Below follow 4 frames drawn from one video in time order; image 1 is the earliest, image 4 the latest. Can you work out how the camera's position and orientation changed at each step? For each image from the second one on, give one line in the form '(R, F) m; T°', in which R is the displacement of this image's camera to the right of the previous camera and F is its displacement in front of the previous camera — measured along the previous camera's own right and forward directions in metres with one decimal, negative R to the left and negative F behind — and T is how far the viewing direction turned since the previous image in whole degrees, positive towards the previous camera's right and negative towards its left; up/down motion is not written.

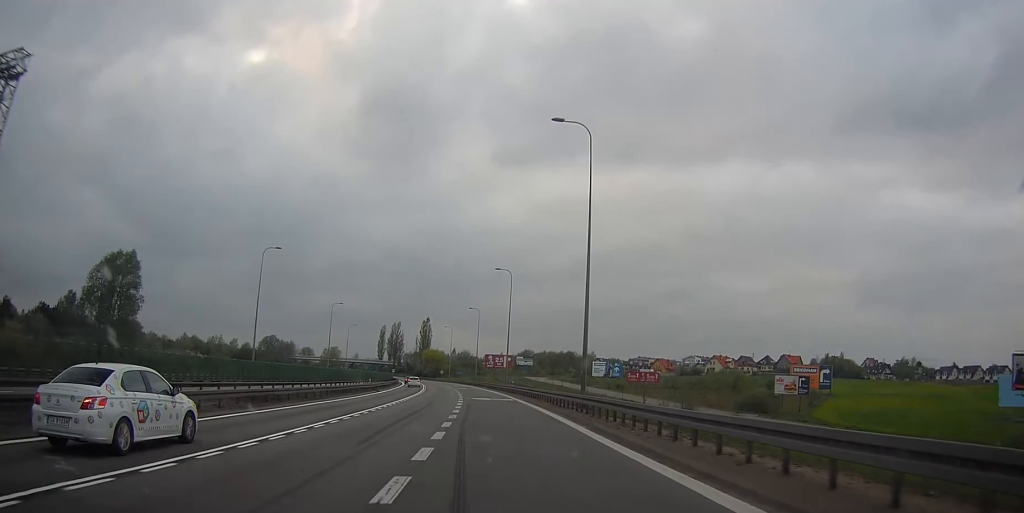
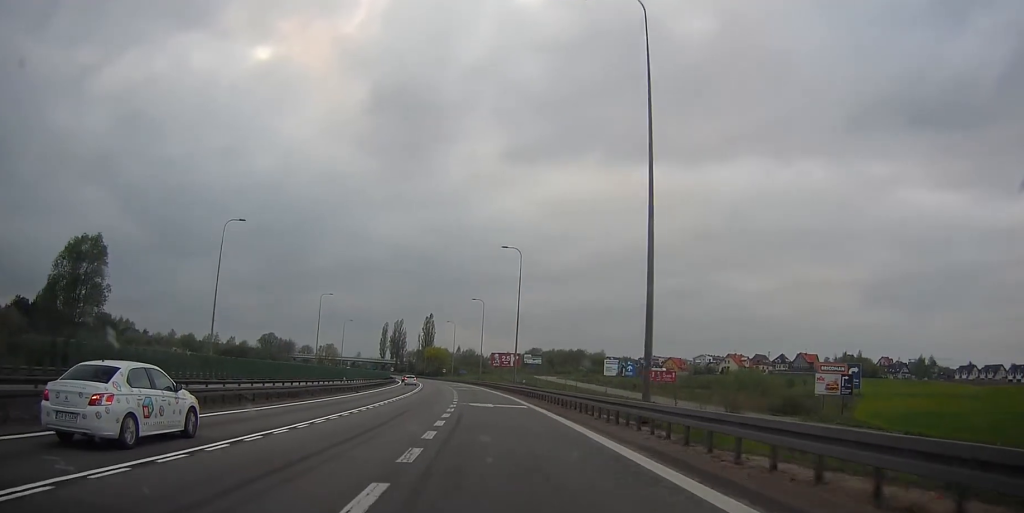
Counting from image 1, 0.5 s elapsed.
(0.0, +13.1) m; 0°
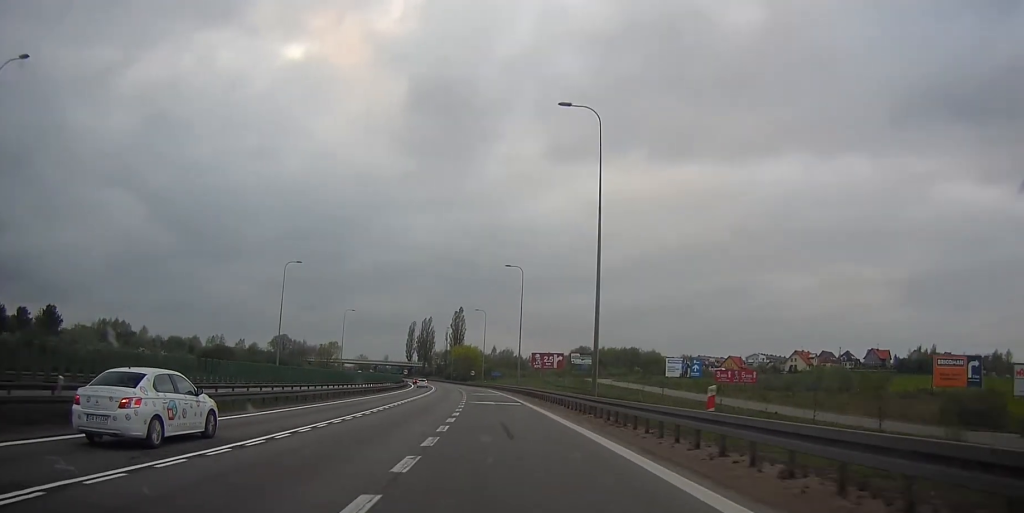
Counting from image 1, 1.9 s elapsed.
(0.0, +37.7) m; 0°
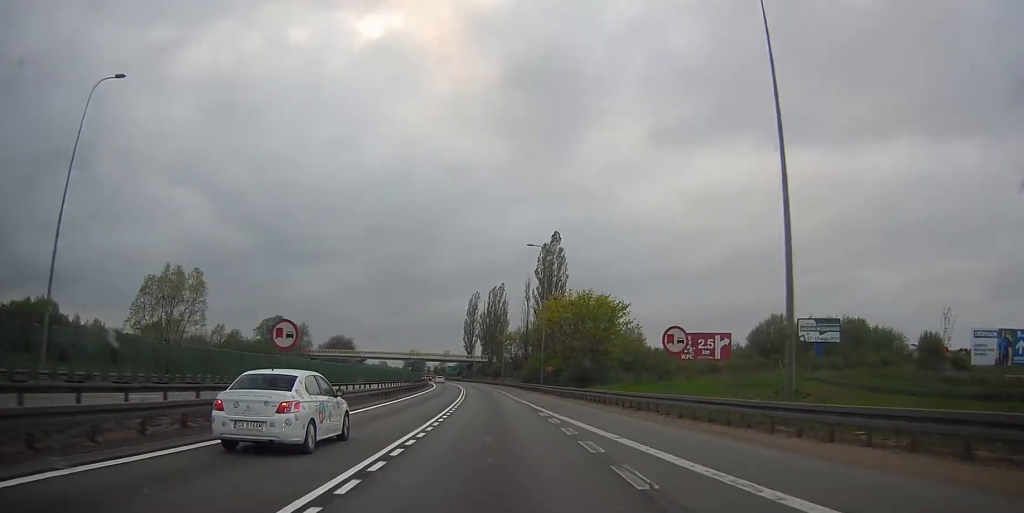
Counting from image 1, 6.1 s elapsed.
(-10.2, +111.5) m; -8°
